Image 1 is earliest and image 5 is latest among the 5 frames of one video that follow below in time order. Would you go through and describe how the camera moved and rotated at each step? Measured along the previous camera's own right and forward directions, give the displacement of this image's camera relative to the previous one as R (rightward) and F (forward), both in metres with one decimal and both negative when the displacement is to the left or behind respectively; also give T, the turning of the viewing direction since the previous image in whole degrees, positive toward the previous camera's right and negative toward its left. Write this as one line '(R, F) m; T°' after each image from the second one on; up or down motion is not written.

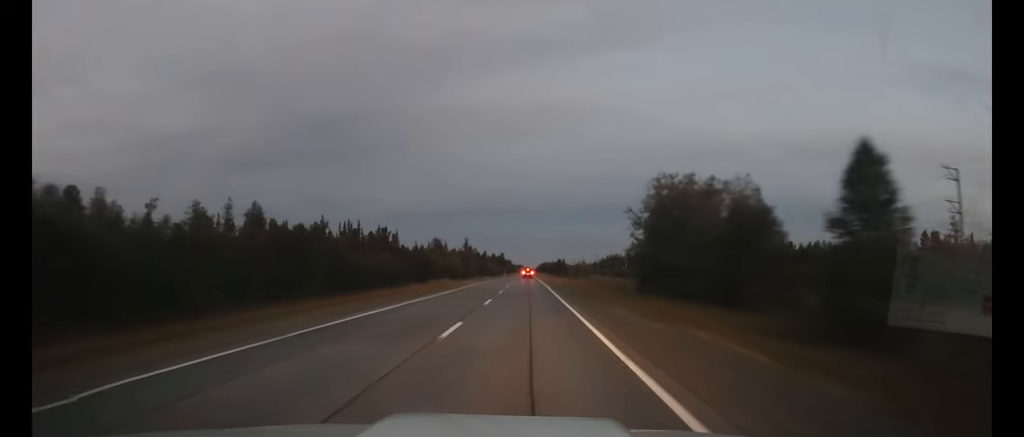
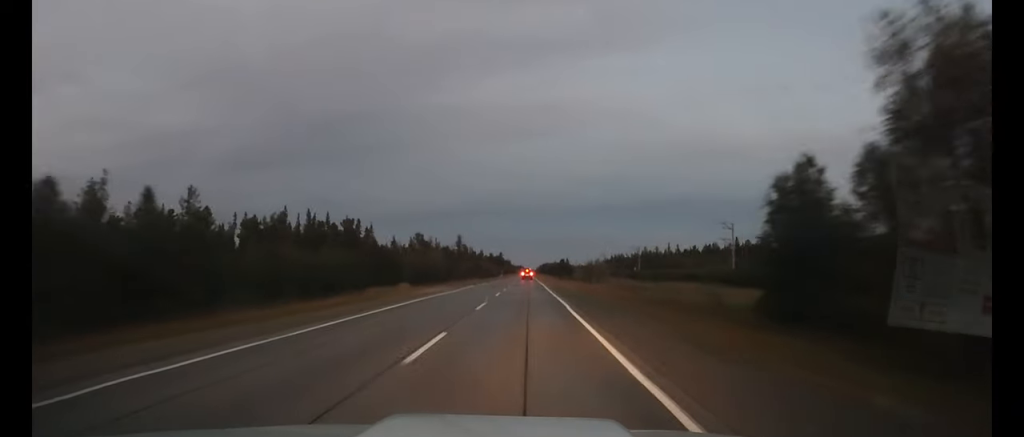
(0.0, +26.8) m; 0°
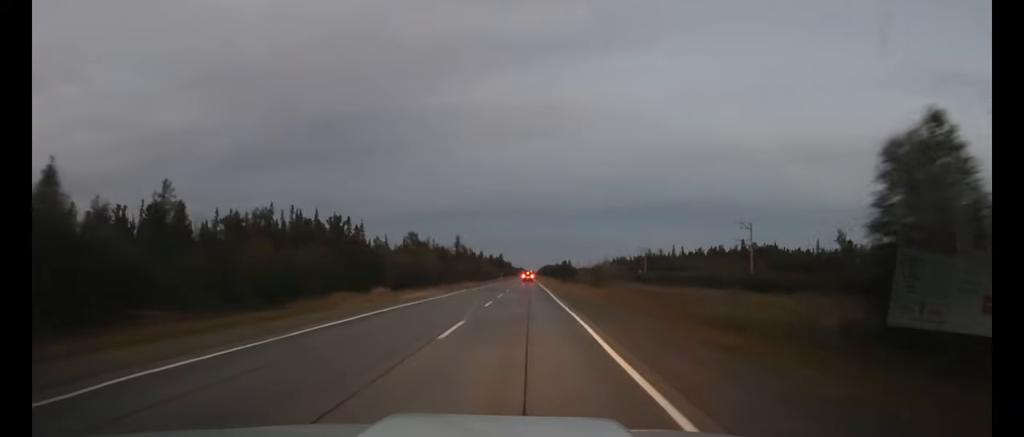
(0.0, +8.7) m; 0°
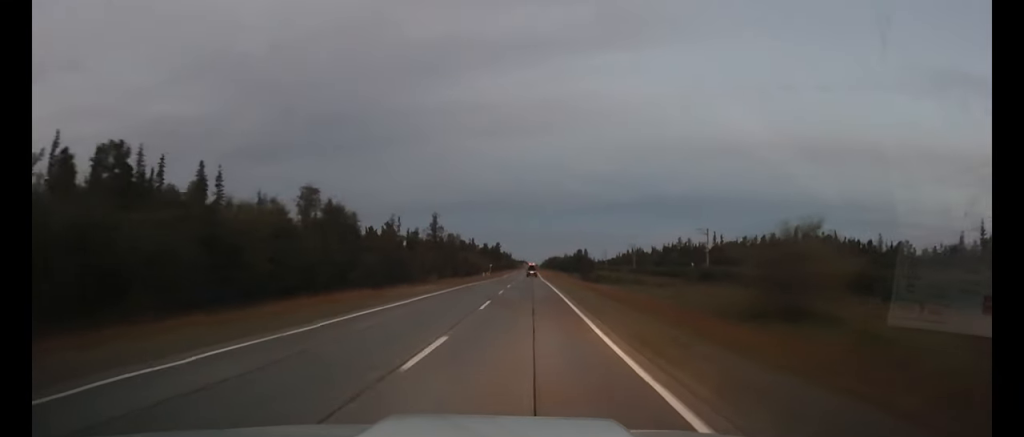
(-0.2, +63.3) m; 0°
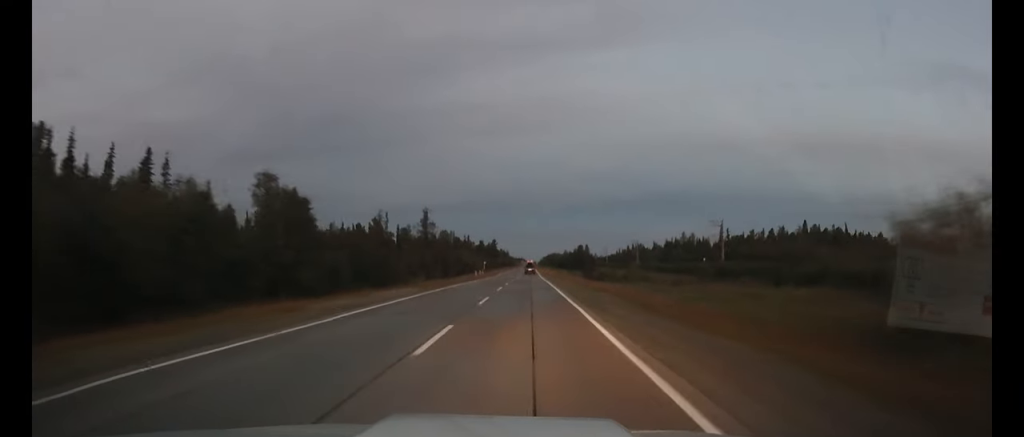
(0.0, +11.4) m; 0°
